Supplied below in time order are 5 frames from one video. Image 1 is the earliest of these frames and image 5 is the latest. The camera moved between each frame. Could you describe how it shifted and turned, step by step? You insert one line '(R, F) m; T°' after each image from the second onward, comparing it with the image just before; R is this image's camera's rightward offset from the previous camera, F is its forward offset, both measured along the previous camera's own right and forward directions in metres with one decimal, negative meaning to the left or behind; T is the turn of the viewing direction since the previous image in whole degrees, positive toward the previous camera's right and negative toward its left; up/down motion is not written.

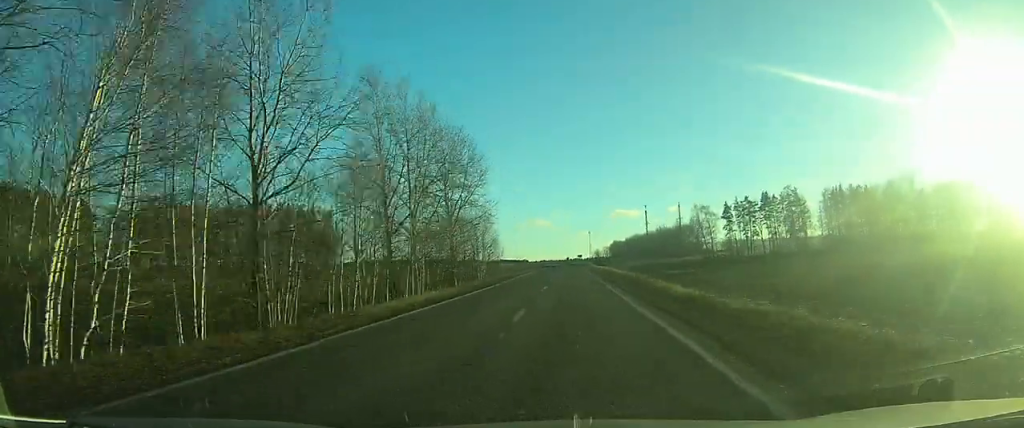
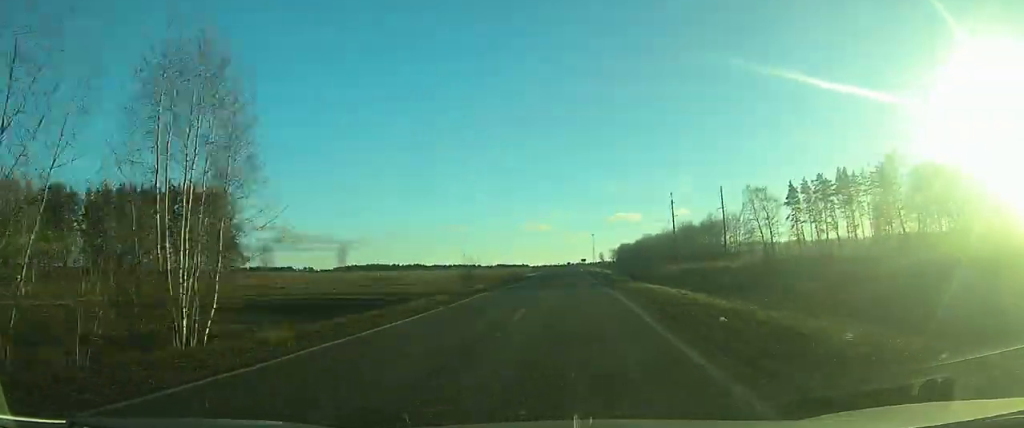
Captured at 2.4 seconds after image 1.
(+0.2, +56.2) m; 0°
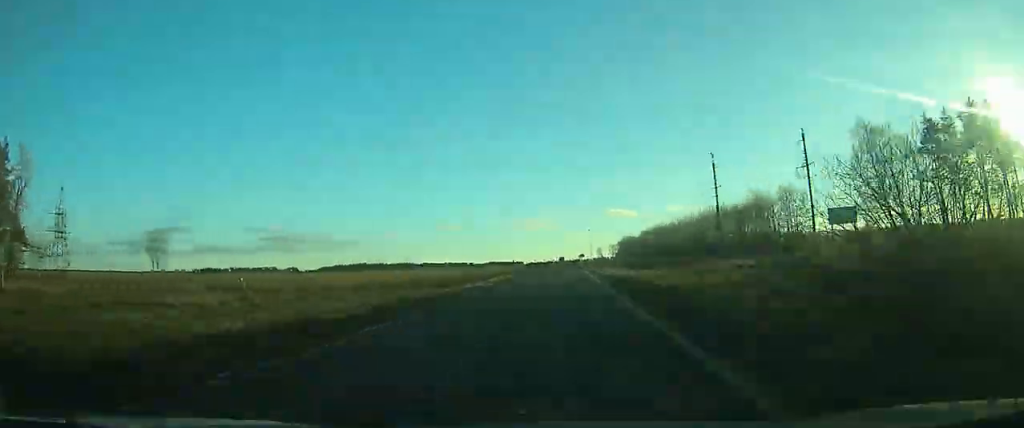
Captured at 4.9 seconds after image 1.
(-0.5, +57.7) m; 0°
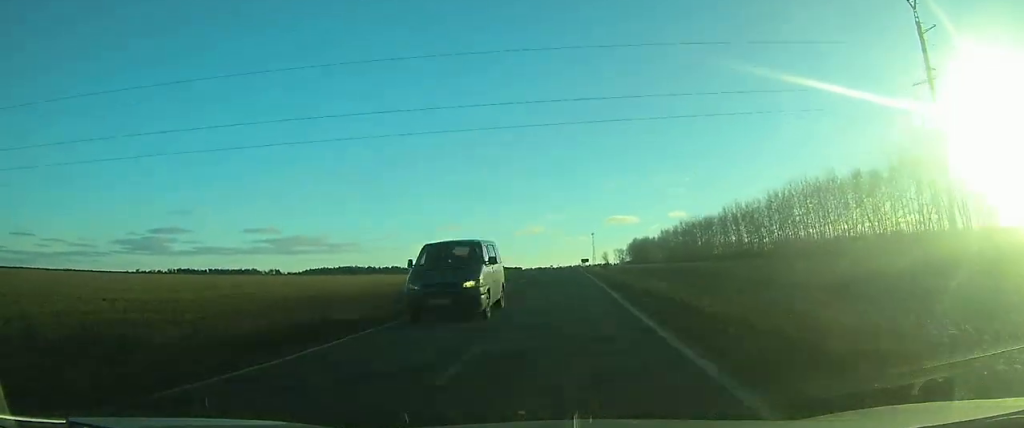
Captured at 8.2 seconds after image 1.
(+0.5, +80.8) m; 0°
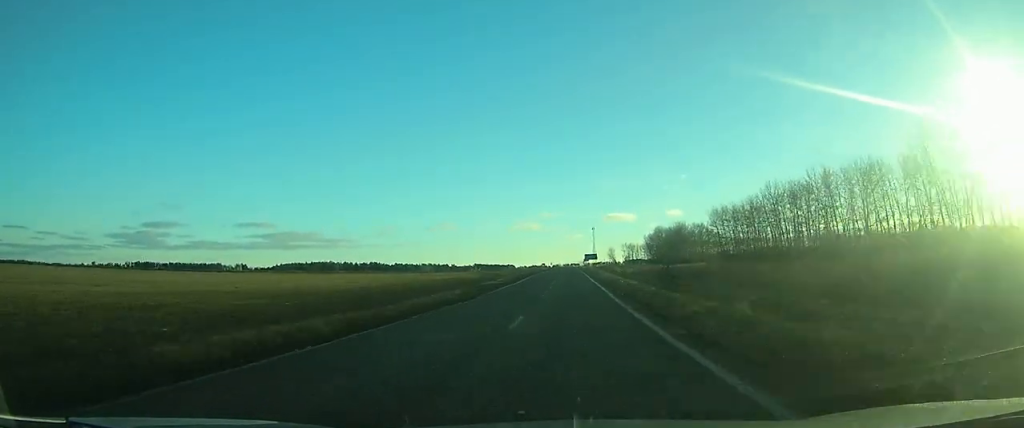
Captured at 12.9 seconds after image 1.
(0.0, +113.2) m; 0°
